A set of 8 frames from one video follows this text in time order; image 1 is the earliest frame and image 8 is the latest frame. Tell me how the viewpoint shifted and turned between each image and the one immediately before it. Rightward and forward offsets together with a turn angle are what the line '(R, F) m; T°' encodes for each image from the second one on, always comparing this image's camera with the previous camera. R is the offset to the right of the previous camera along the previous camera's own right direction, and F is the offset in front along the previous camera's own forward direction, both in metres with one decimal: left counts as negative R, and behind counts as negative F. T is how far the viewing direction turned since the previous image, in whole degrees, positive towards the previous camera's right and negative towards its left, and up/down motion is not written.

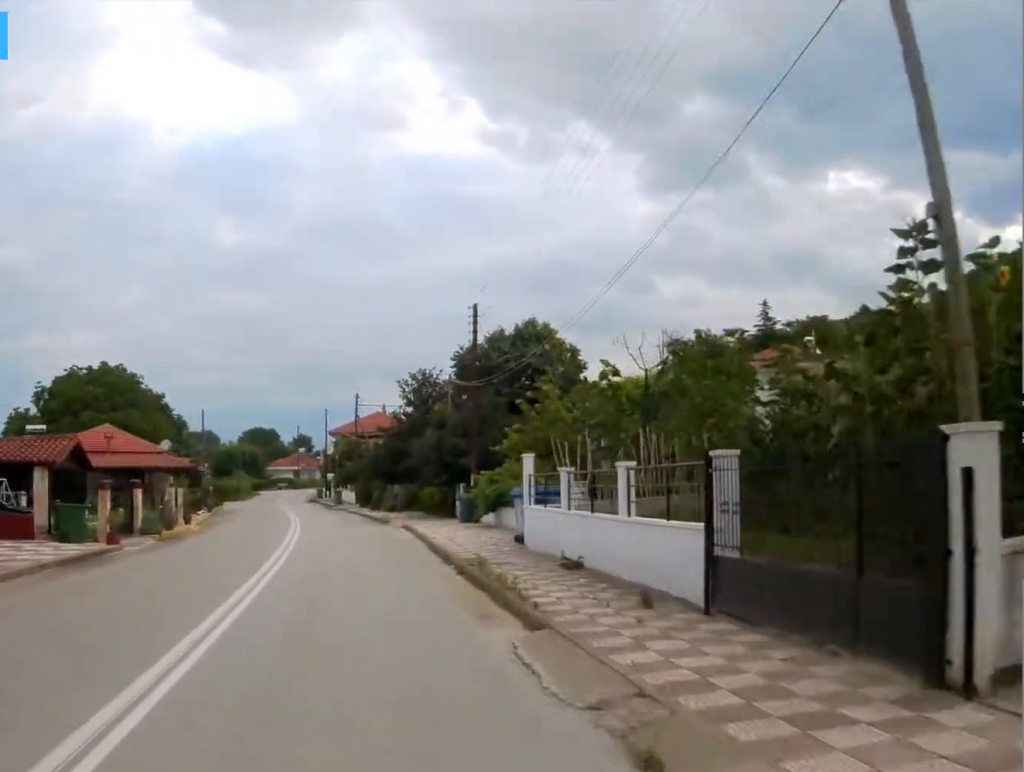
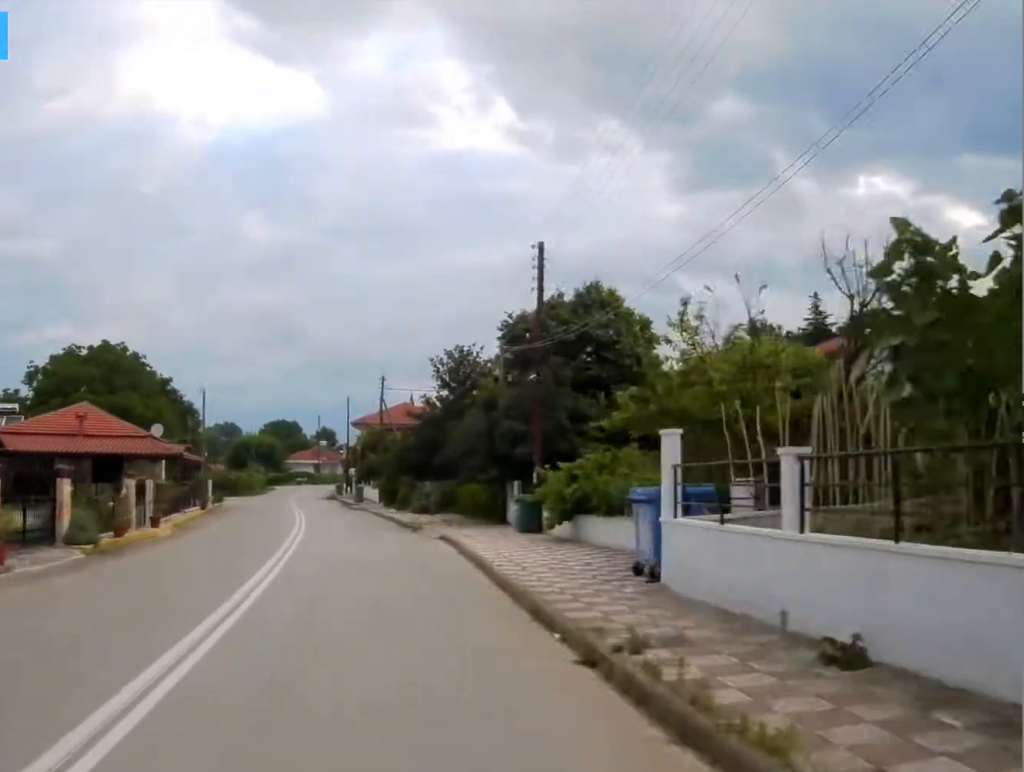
(-0.4, +8.7) m; -2°
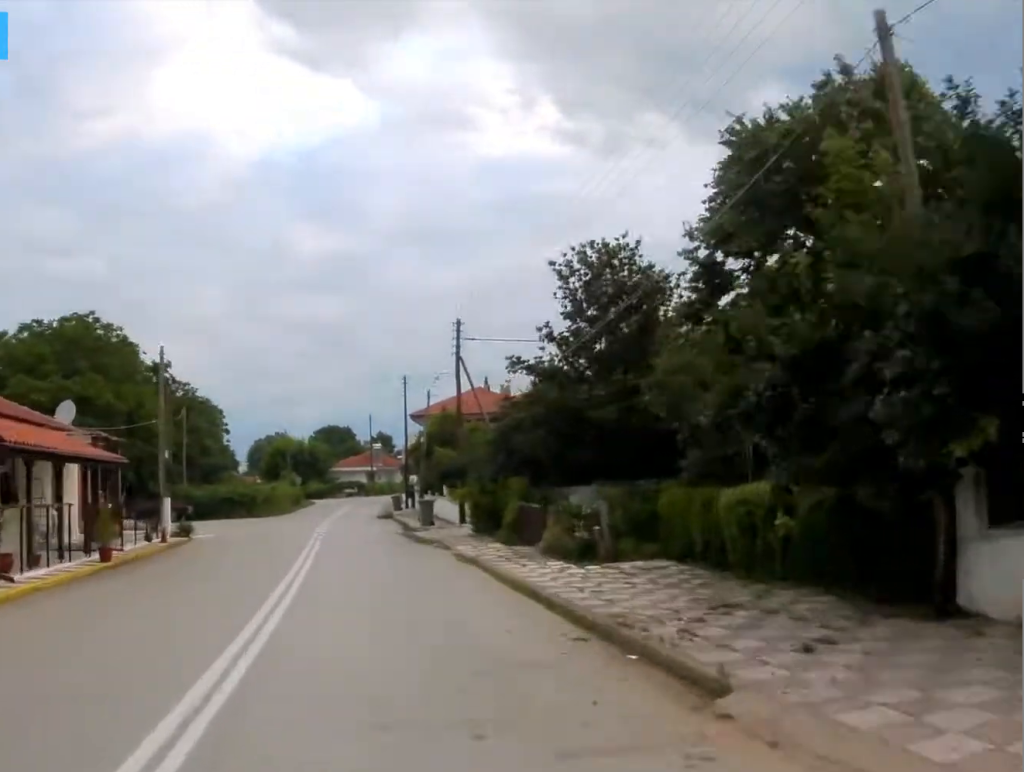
(-1.1, +22.7) m; -5°
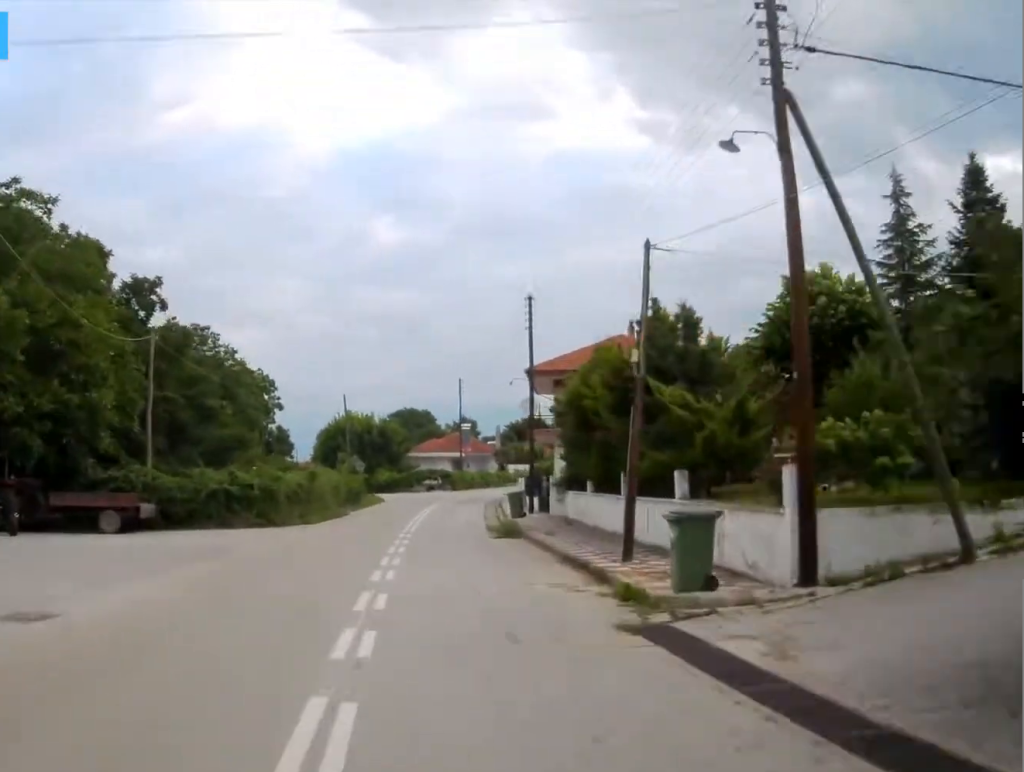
(-1.1, +23.6) m; -5°
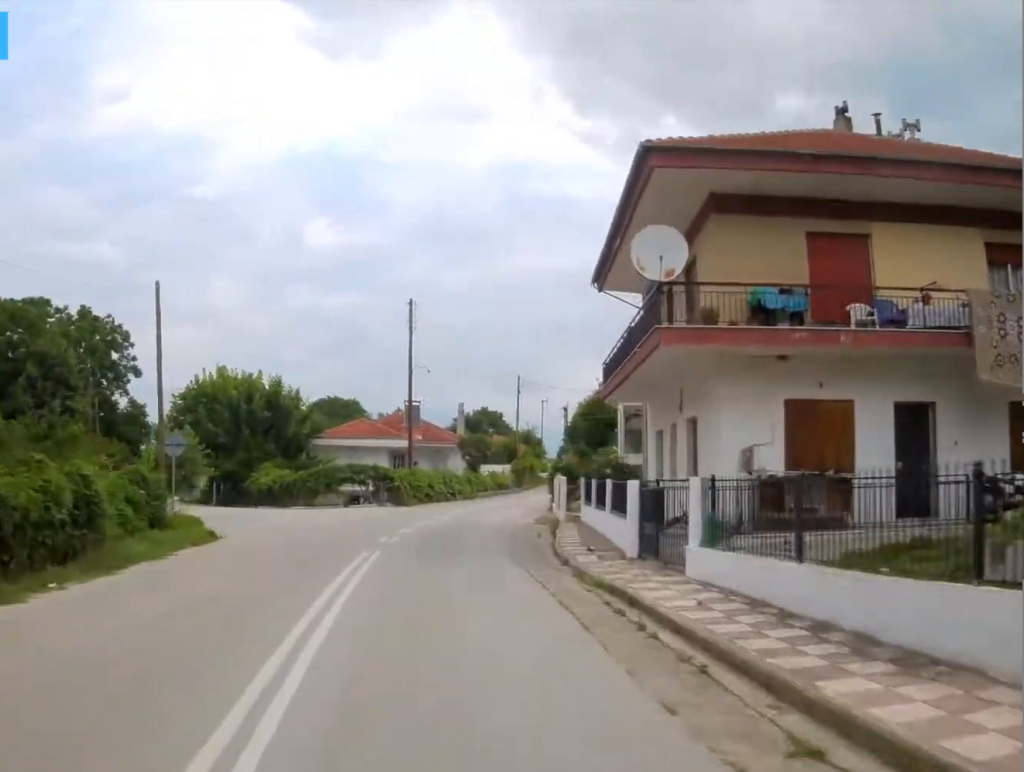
(+0.1, +33.0) m; +2°
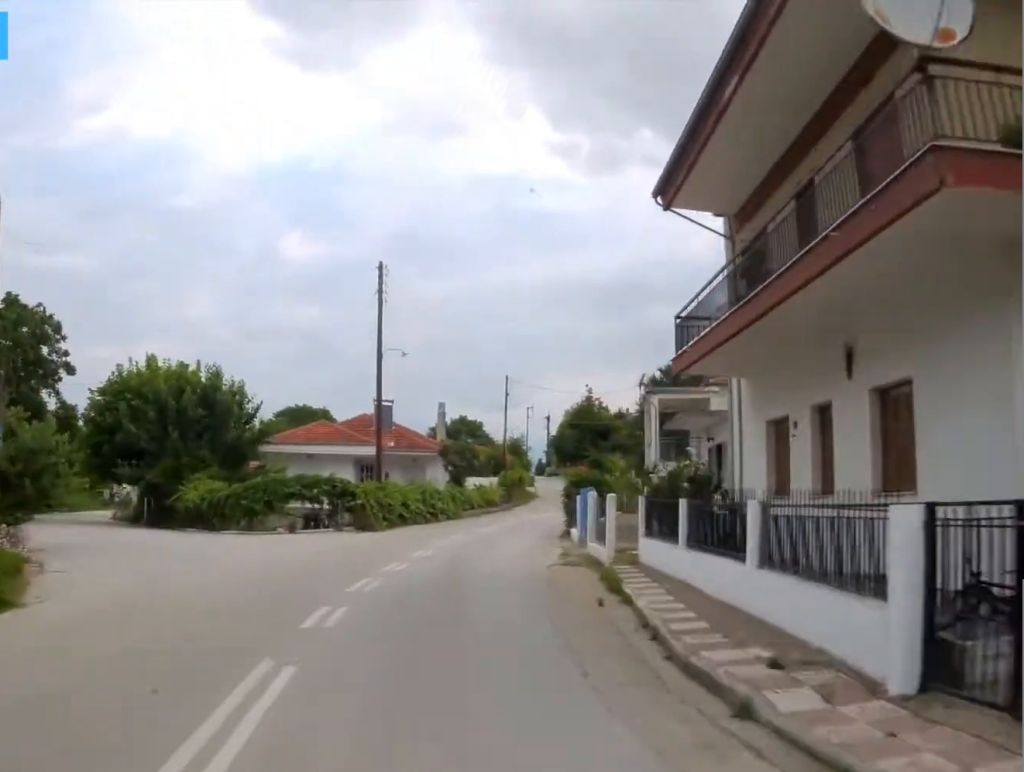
(0.0, +9.4) m; +1°
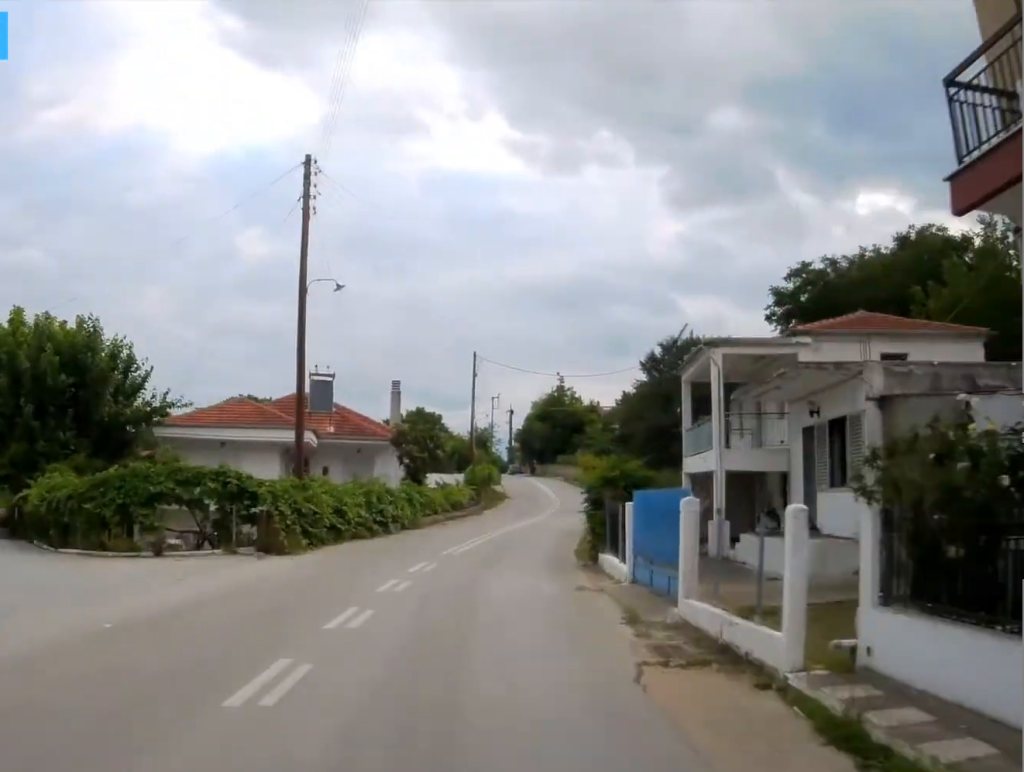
(+0.3, +10.8) m; +2°
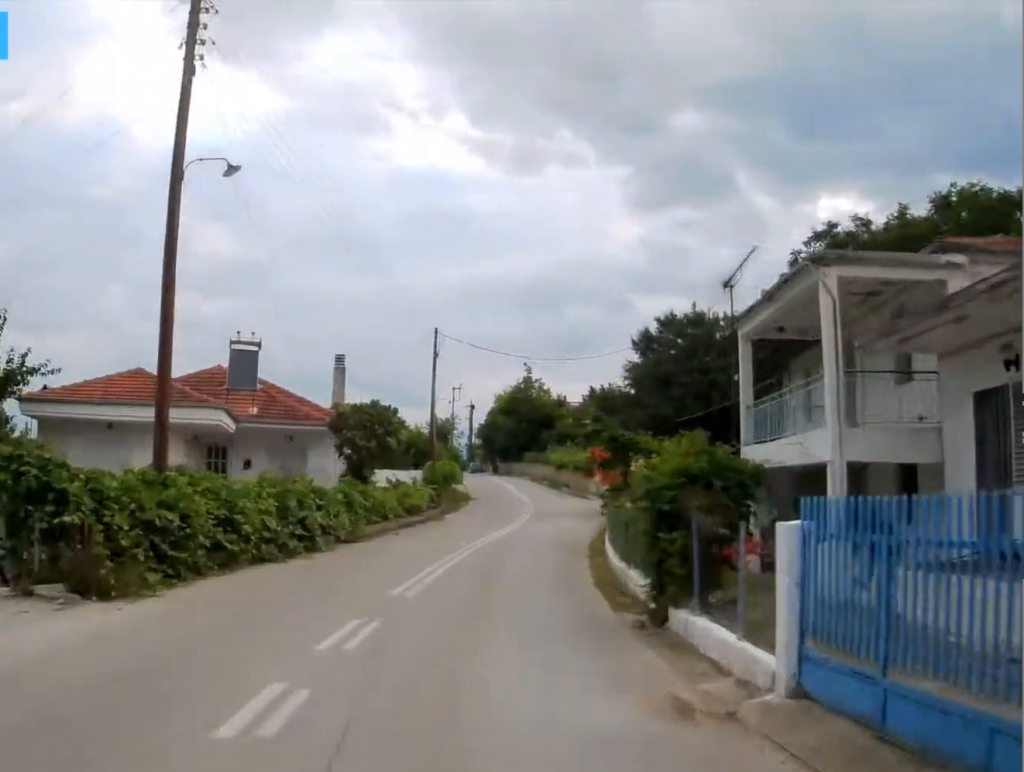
(+0.1, +8.6) m; +2°
